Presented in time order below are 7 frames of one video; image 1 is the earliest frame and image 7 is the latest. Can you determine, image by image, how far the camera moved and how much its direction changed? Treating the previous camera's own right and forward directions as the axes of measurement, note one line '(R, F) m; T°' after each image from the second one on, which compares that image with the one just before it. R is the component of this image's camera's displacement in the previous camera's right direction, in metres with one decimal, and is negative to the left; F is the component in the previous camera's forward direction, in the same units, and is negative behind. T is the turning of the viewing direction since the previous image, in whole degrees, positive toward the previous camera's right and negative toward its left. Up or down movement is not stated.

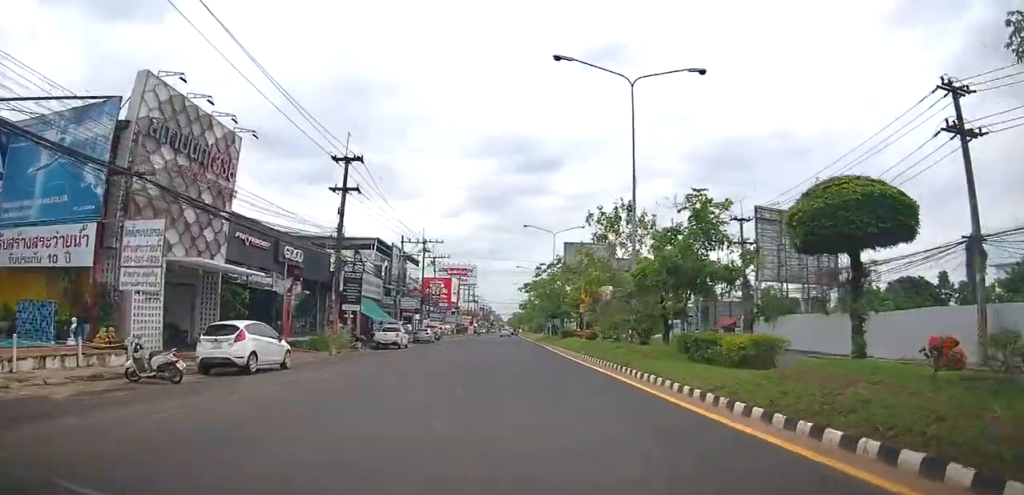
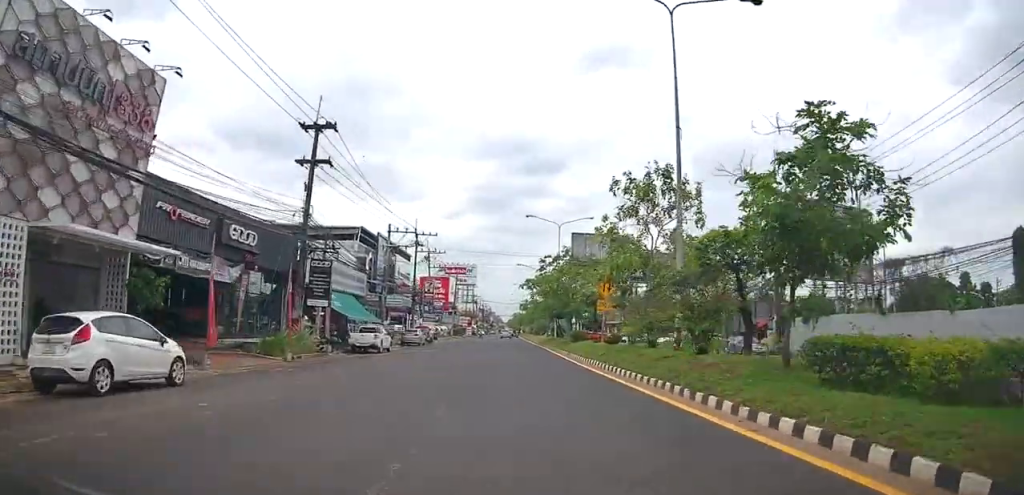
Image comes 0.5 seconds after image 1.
(0.0, +6.5) m; -1°
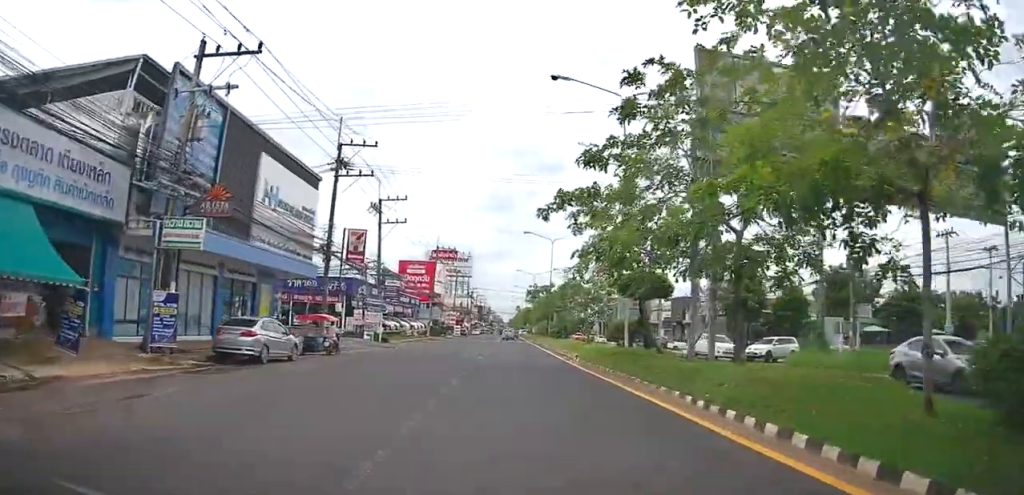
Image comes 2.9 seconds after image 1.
(-0.8, +32.5) m; 0°
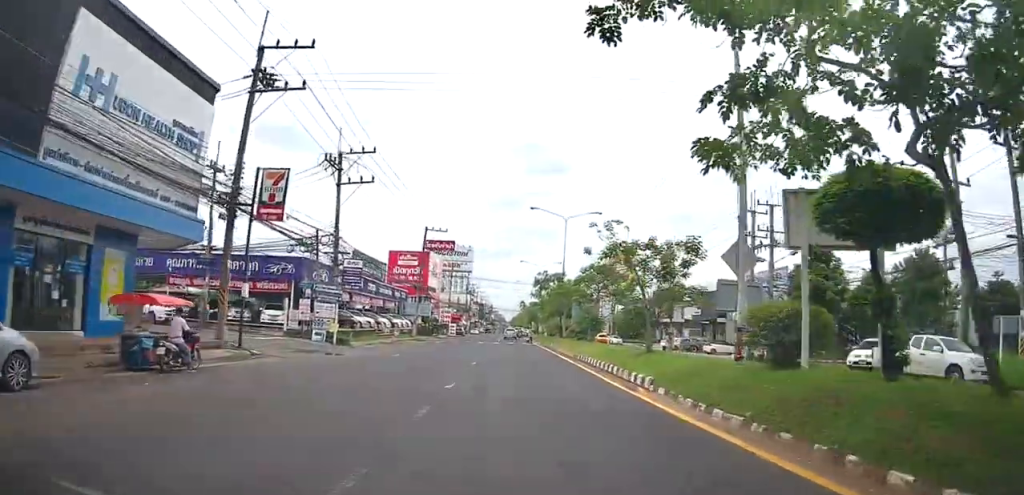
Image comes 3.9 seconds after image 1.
(+0.3, +12.9) m; +1°
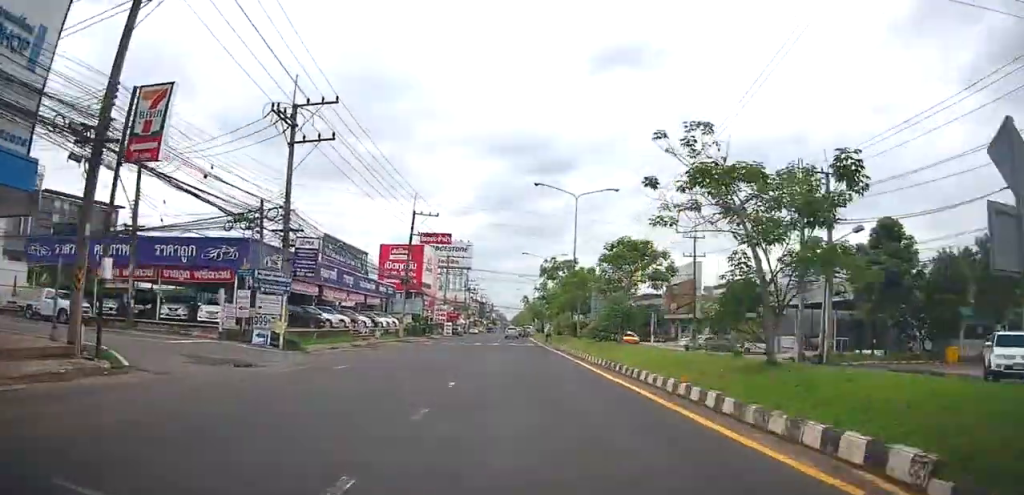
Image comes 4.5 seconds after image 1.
(0.0, +8.4) m; 0°
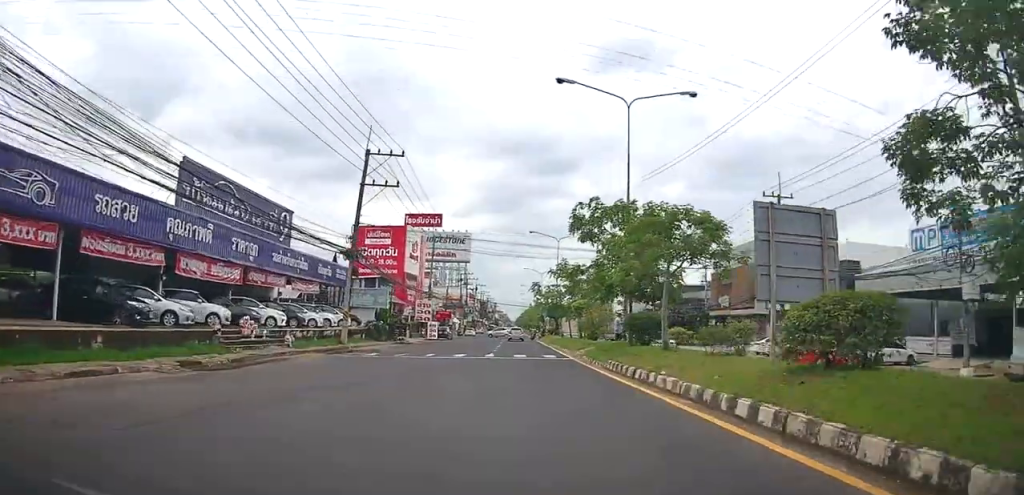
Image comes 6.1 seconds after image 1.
(-0.2, +19.6) m; -1°
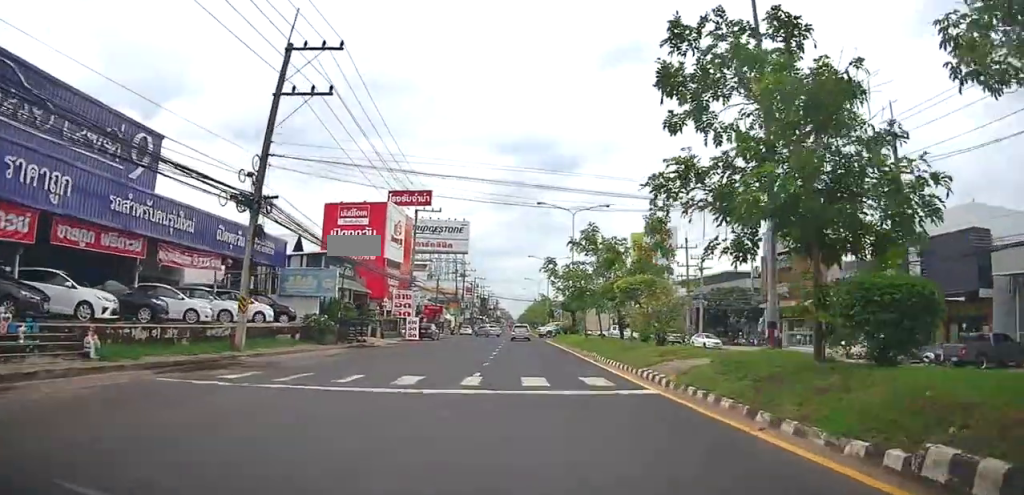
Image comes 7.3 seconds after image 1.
(-0.1, +14.2) m; -3°
